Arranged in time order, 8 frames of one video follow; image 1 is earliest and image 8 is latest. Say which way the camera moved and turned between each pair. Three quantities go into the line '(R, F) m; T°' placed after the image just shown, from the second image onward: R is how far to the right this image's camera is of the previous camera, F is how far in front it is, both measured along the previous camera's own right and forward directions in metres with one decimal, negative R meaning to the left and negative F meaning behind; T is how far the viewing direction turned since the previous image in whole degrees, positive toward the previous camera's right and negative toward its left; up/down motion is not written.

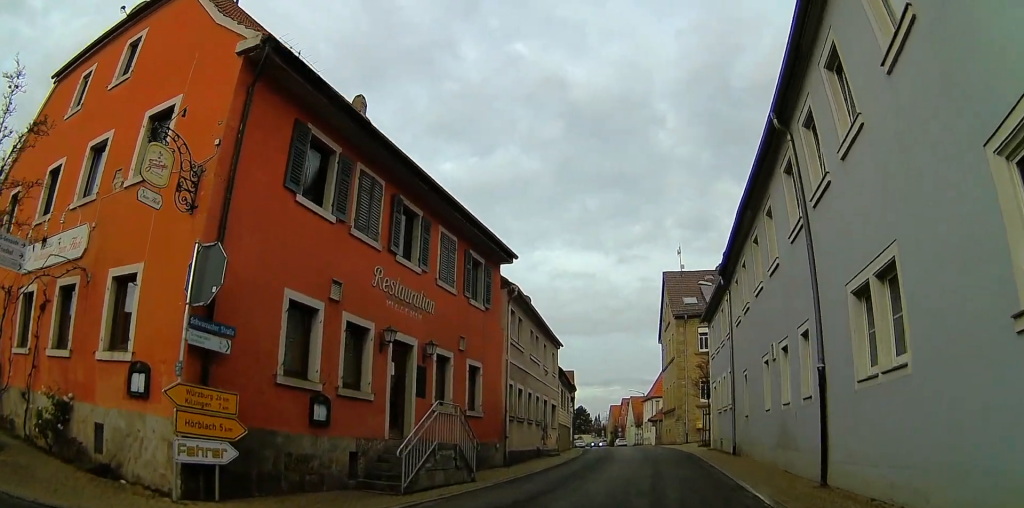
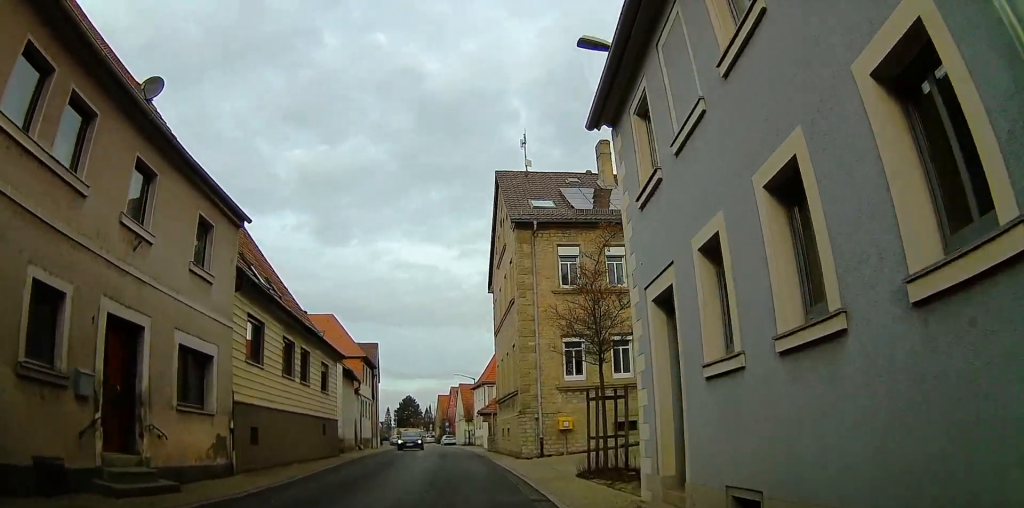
(+5.8, +17.3) m; +33°
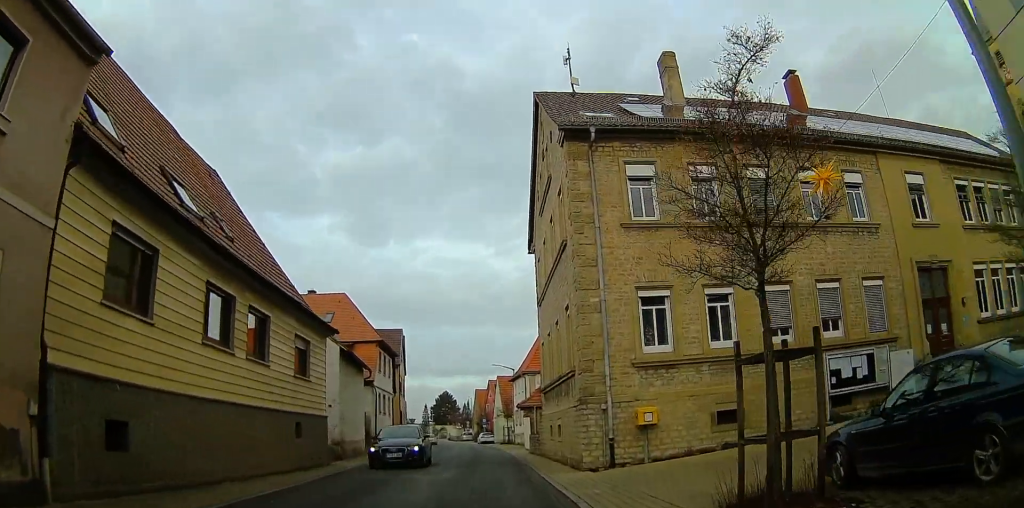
(+0.6, +8.0) m; -3°
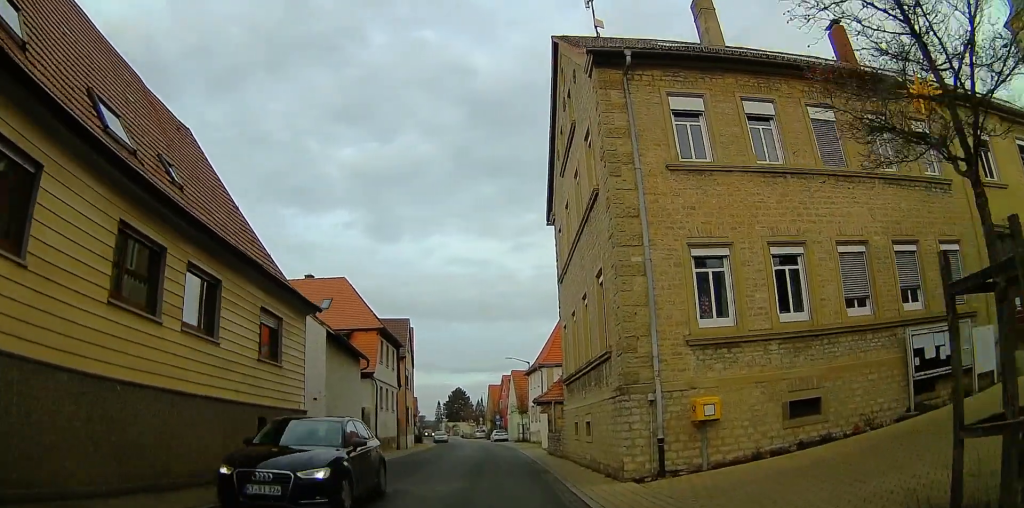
(-0.5, +4.4) m; -6°
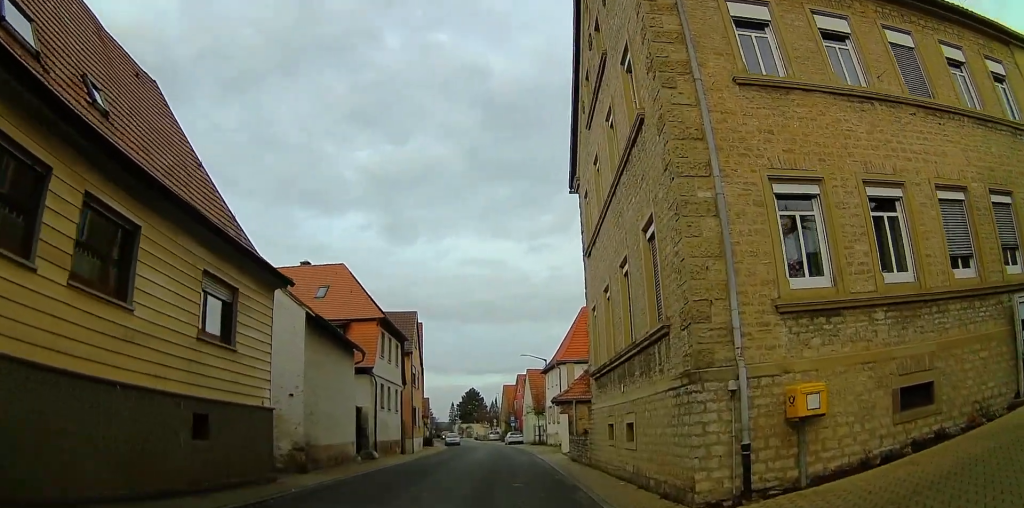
(-0.1, +4.5) m; -6°
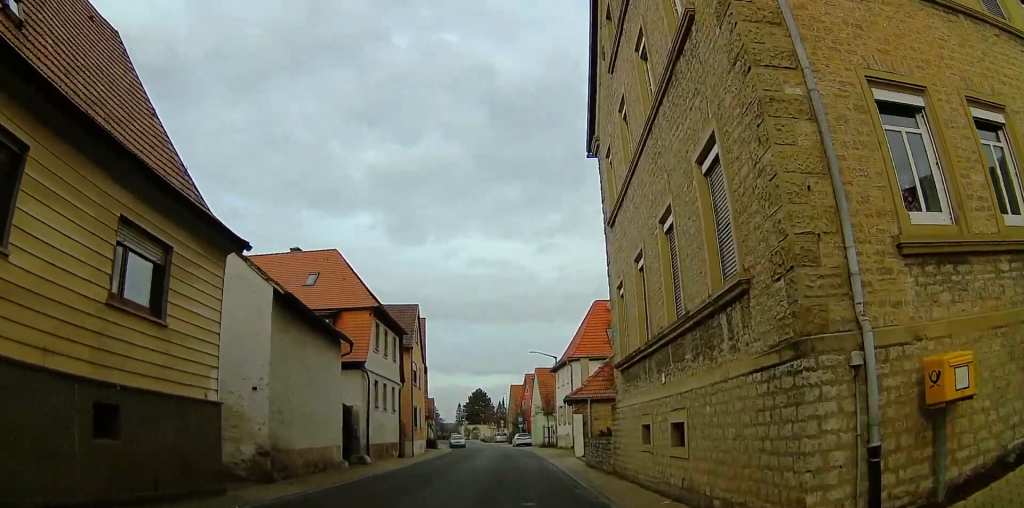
(-0.2, +3.6) m; -3°
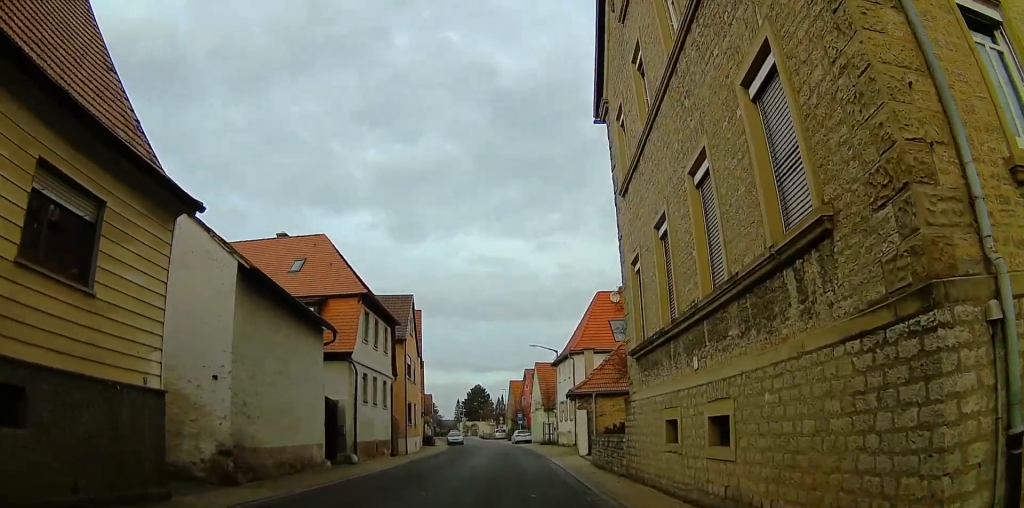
(-0.3, +2.2) m; 0°
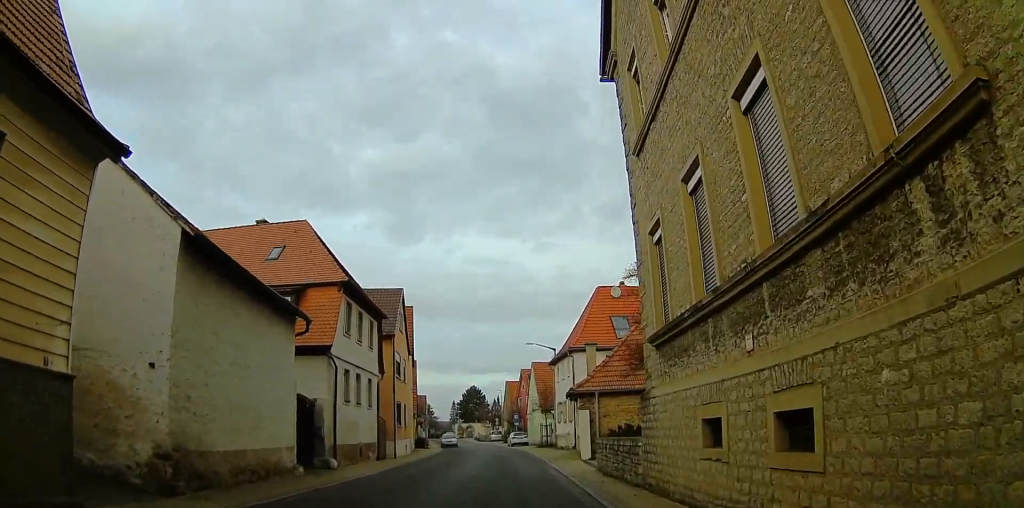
(-0.1, +2.3) m; +2°
